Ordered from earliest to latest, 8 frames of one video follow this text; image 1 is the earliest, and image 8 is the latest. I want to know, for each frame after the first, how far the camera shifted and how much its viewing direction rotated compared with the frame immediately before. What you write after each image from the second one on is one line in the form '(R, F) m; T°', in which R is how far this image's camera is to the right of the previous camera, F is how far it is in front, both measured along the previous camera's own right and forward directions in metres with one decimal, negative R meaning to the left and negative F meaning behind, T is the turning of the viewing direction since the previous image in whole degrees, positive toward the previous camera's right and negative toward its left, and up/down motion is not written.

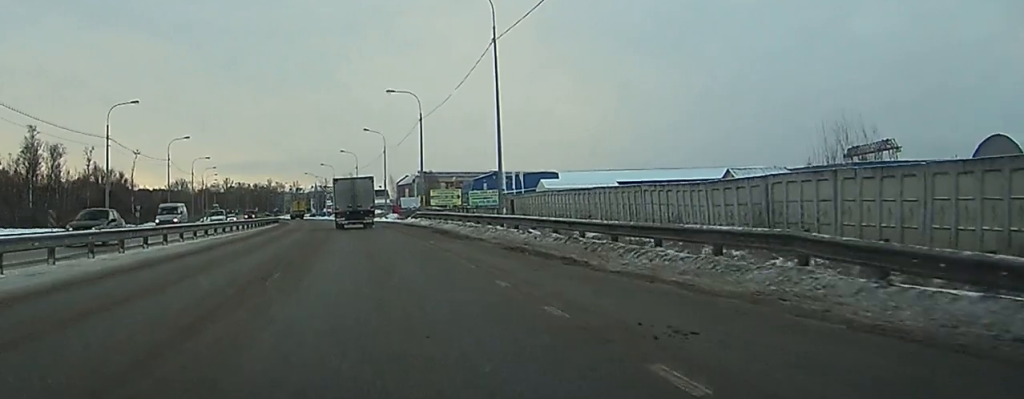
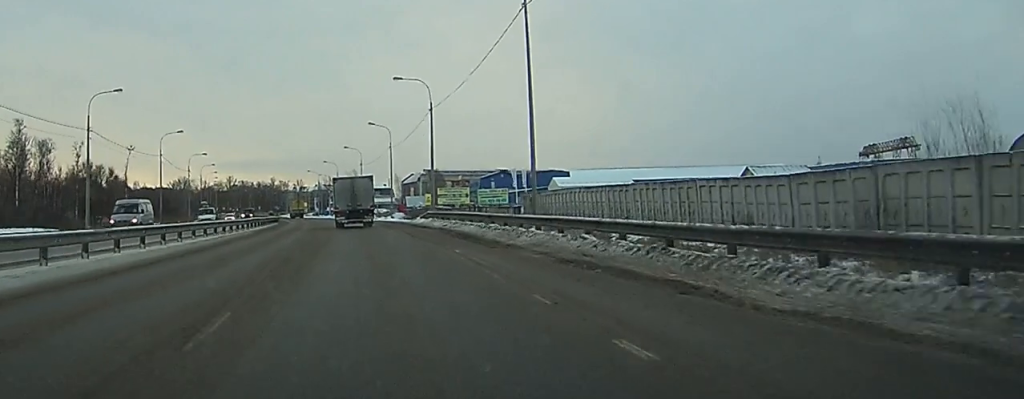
(0.0, +6.7) m; 0°
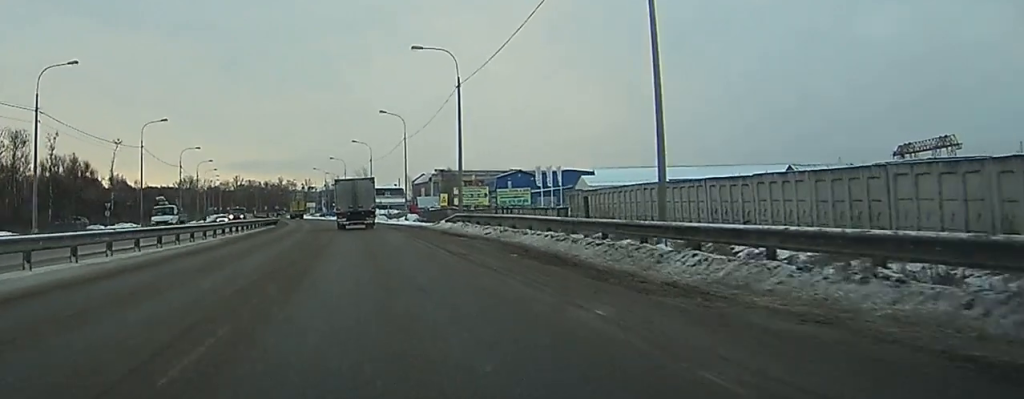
(-0.1, +13.5) m; -1°
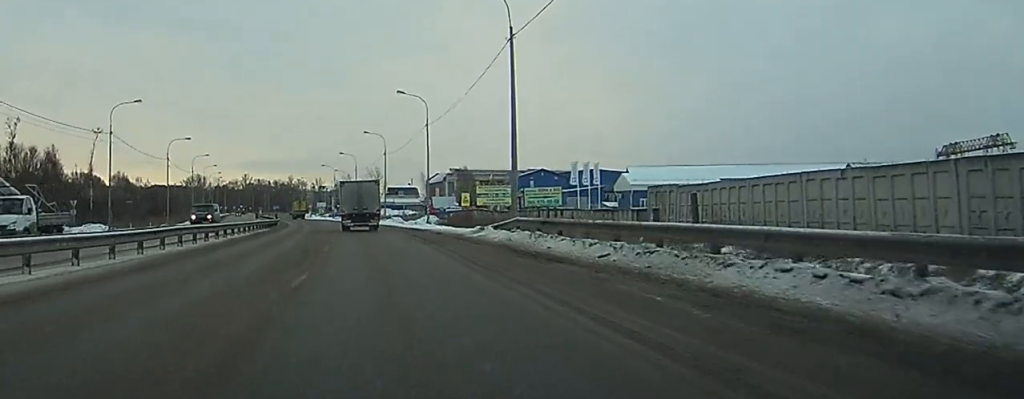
(-0.1, +15.7) m; -1°
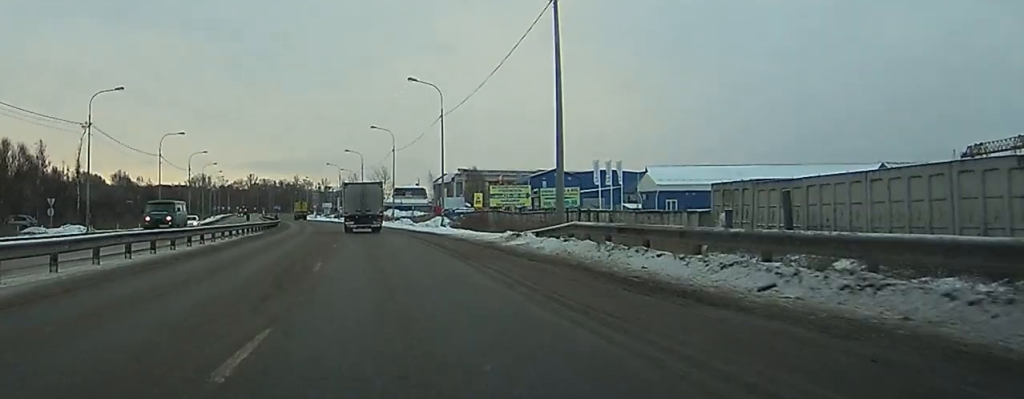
(0.0, +7.9) m; 0°
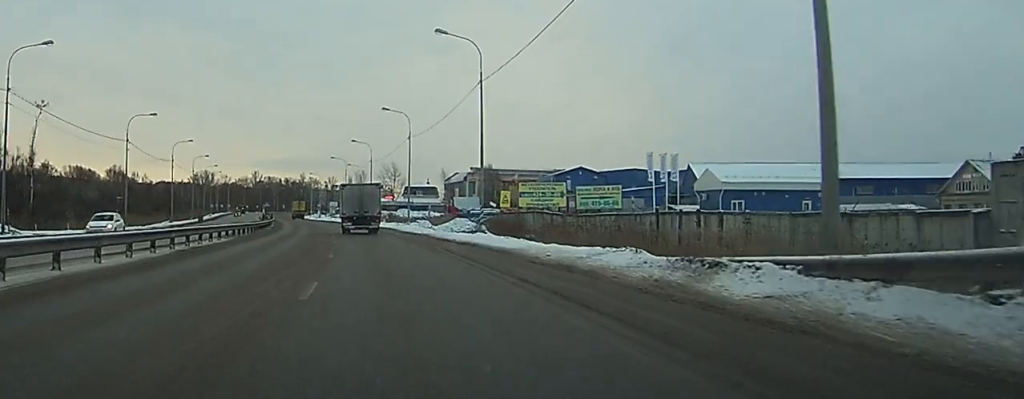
(-0.1, +18.2) m; -1°
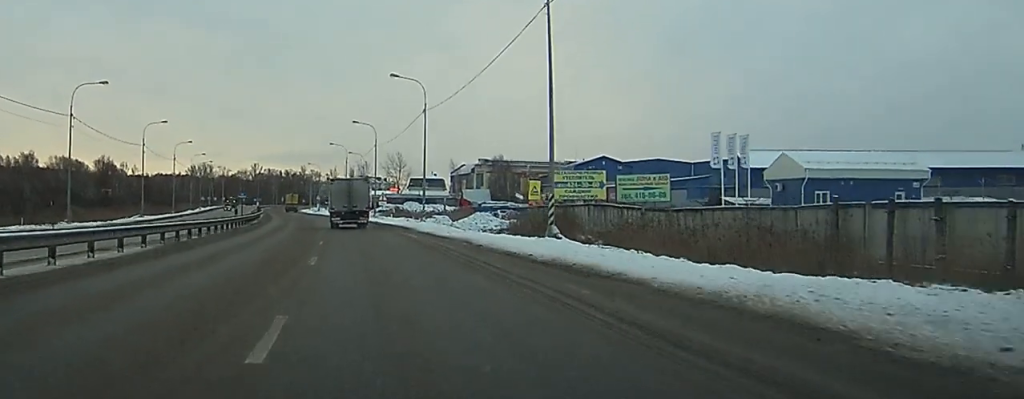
(-0.1, +18.0) m; -1°
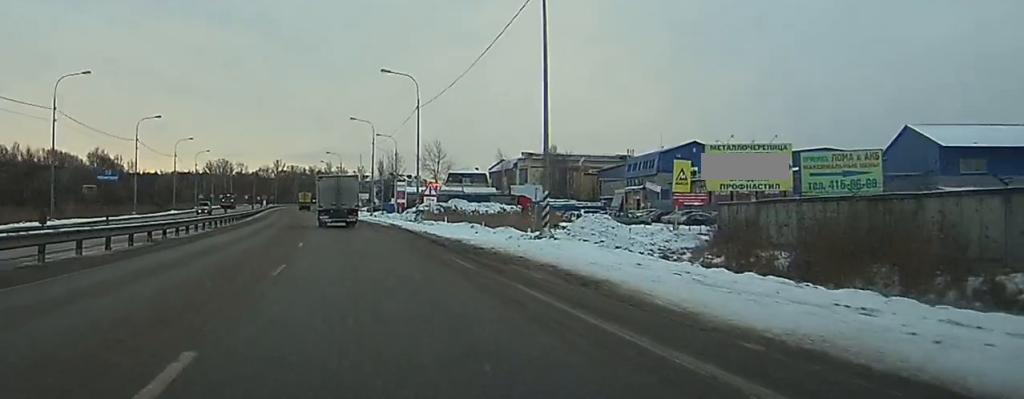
(-0.5, +38.7) m; -2°
